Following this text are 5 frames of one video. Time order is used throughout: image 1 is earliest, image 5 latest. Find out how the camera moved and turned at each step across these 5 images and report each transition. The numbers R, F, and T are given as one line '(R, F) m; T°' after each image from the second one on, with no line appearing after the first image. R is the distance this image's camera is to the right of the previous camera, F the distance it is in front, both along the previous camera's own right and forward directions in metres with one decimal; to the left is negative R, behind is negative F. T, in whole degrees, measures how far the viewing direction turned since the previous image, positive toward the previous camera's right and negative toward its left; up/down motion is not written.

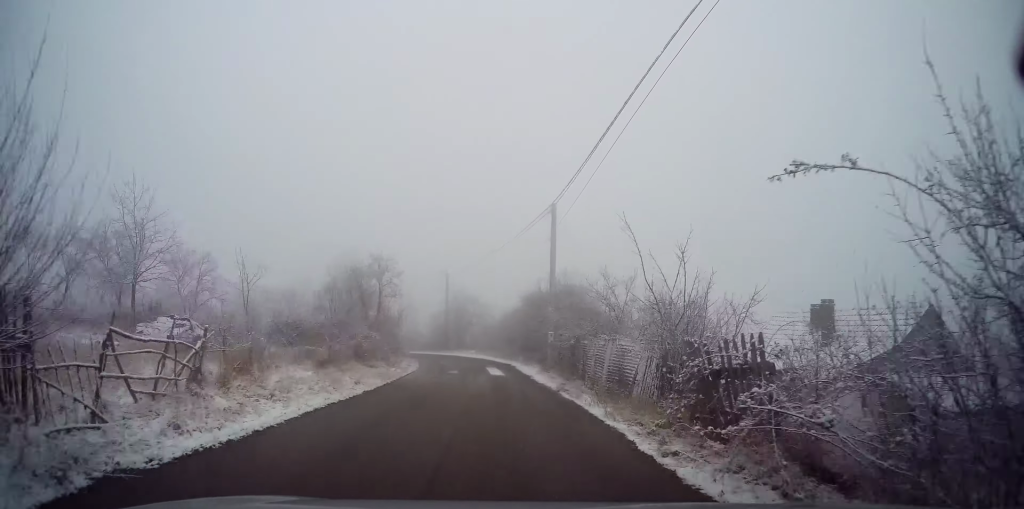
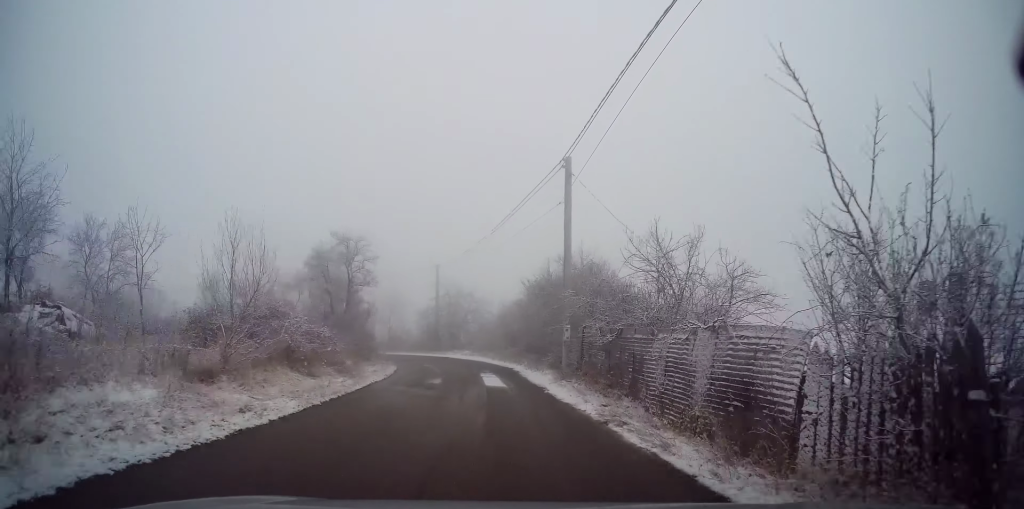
(-0.1, +6.5) m; -1°
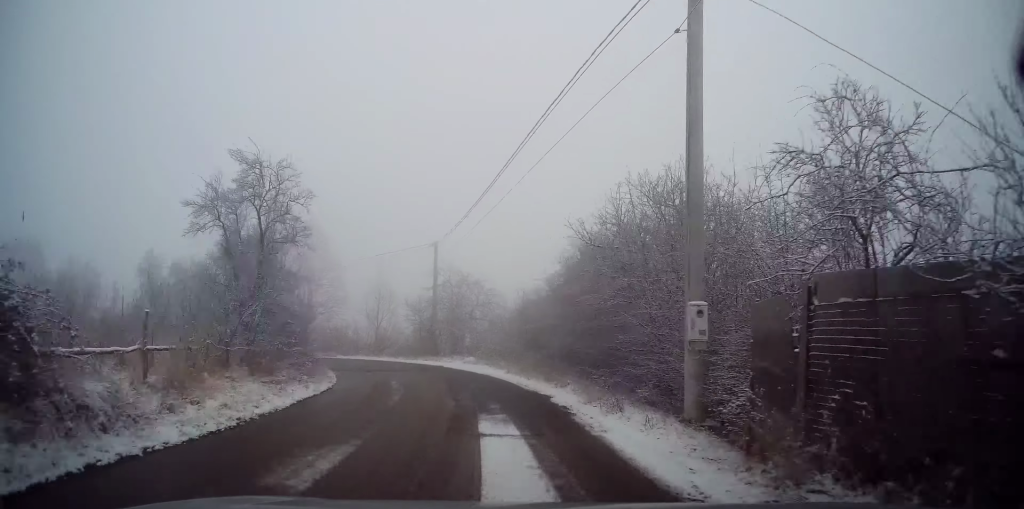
(0.0, +11.8) m; -1°
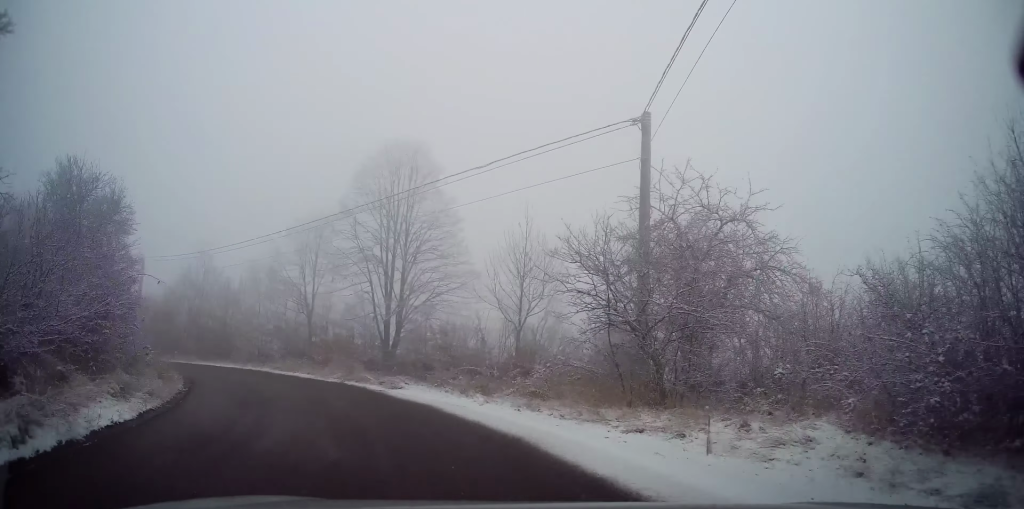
(-2.4, +23.2) m; -19°
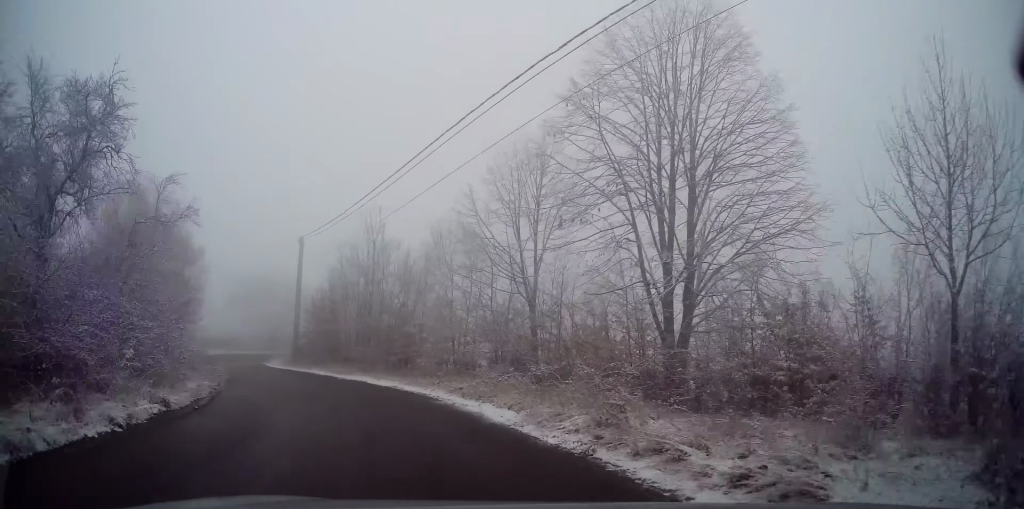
(-2.9, +13.7) m; -24°
